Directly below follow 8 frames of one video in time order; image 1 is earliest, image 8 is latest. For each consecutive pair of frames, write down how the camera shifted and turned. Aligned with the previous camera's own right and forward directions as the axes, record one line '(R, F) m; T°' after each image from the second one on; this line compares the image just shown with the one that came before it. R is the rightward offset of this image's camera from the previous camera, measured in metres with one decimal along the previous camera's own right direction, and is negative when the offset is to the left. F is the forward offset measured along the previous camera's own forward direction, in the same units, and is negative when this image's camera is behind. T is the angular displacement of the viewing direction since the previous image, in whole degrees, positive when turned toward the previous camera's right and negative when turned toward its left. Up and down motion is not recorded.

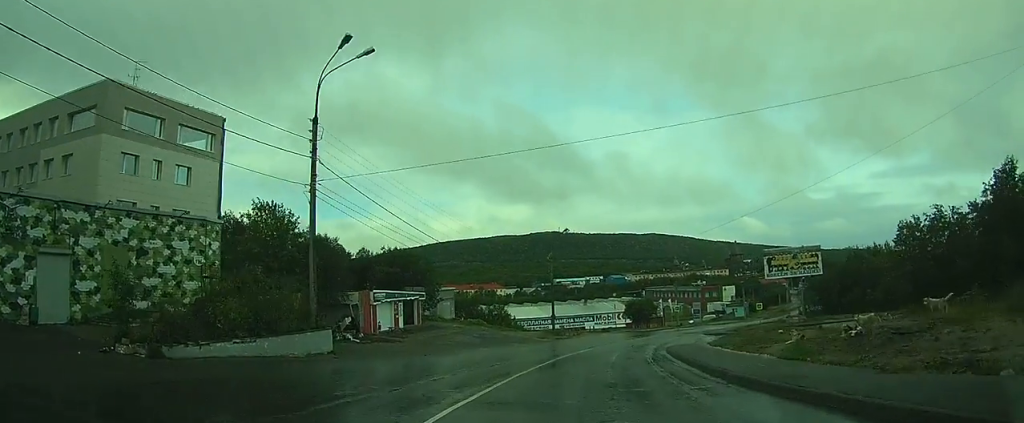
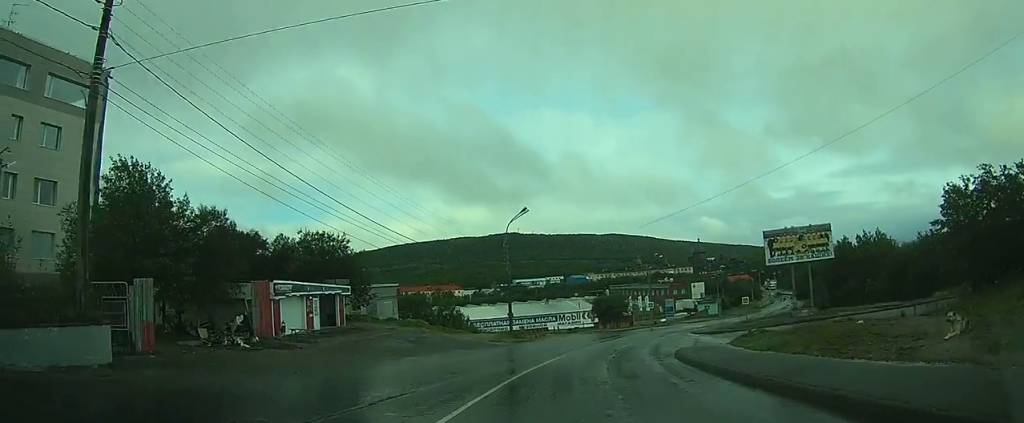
(+1.0, +10.4) m; +9°
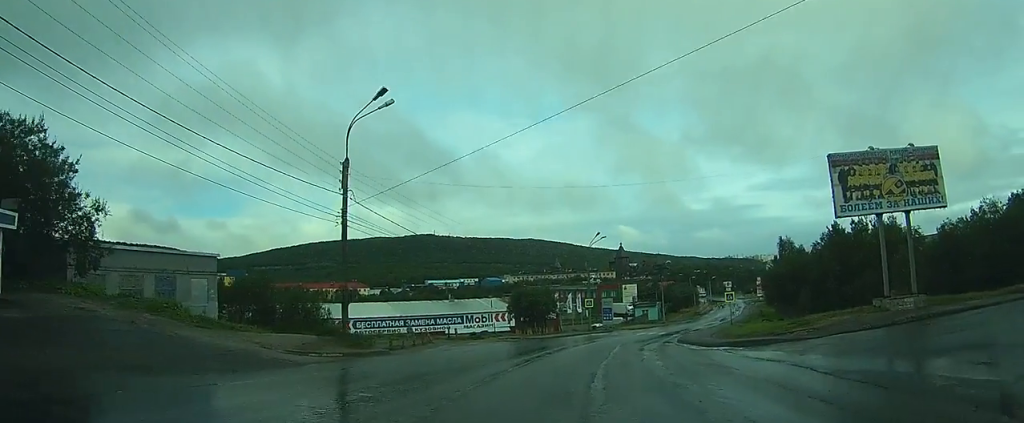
(+2.6, +25.4) m; +13°
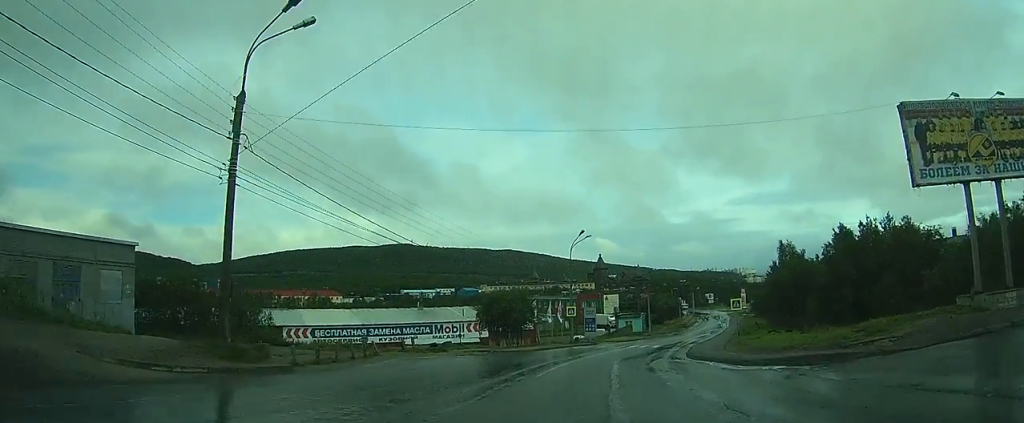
(+0.5, +8.5) m; +3°
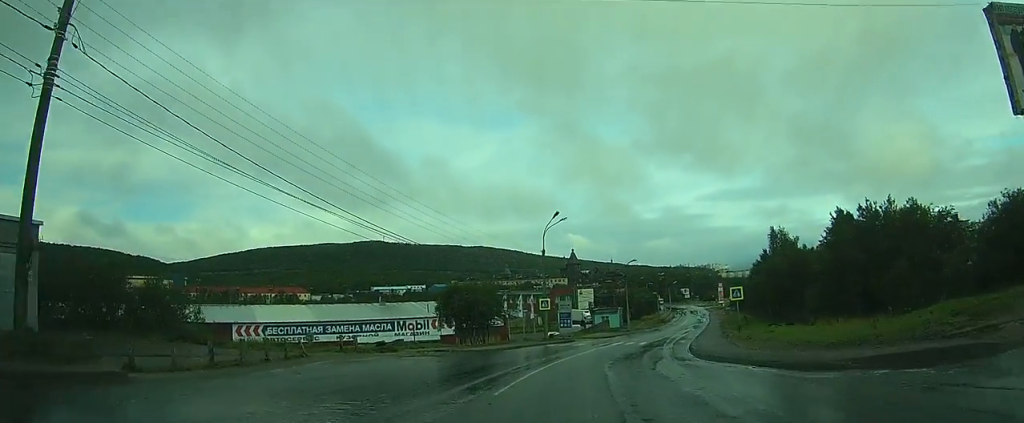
(+0.1, +7.1) m; +2°
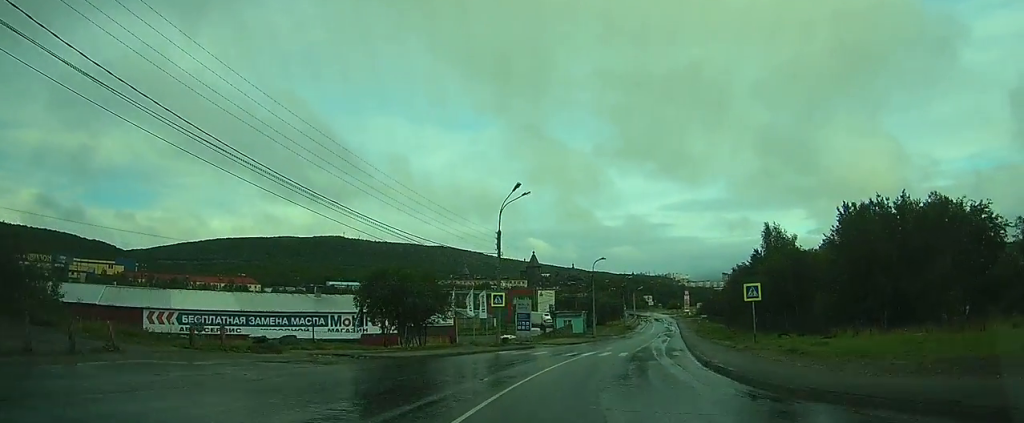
(+0.2, +10.9) m; +2°
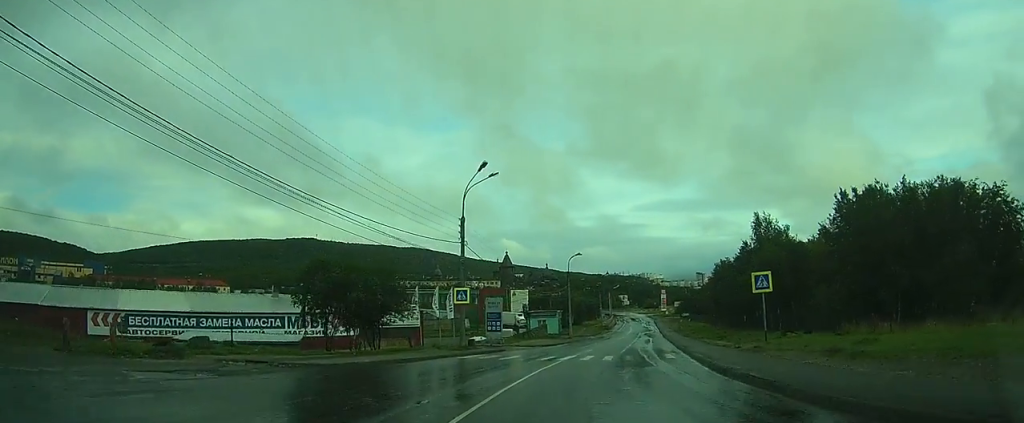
(+0.1, +5.2) m; +1°
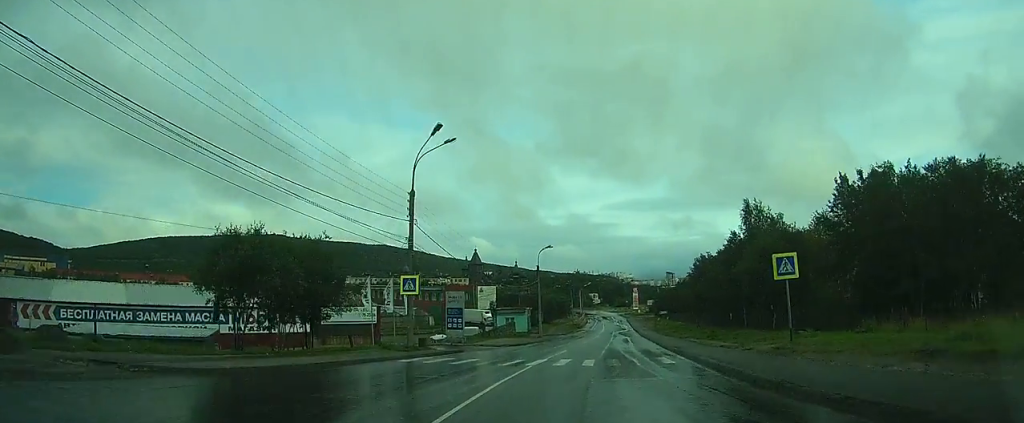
(0.0, +6.1) m; 0°
